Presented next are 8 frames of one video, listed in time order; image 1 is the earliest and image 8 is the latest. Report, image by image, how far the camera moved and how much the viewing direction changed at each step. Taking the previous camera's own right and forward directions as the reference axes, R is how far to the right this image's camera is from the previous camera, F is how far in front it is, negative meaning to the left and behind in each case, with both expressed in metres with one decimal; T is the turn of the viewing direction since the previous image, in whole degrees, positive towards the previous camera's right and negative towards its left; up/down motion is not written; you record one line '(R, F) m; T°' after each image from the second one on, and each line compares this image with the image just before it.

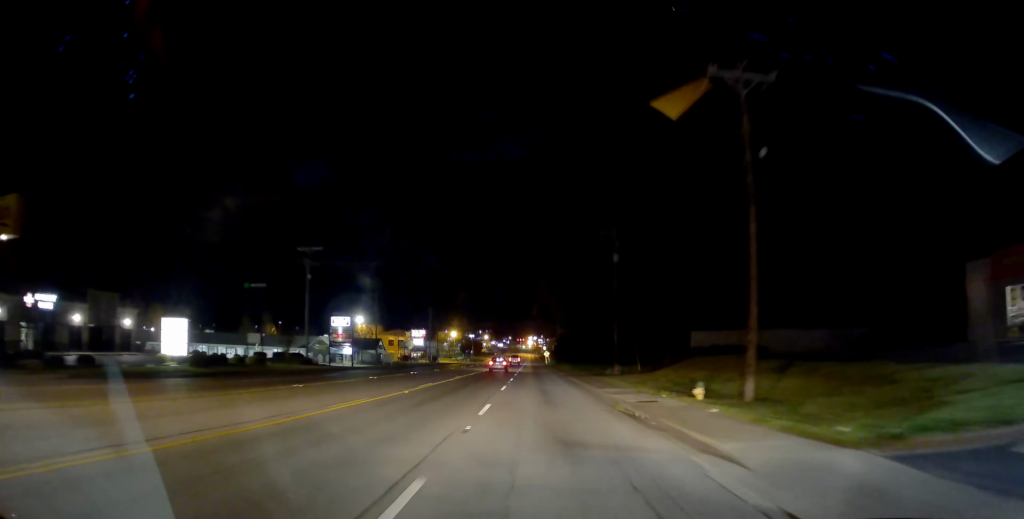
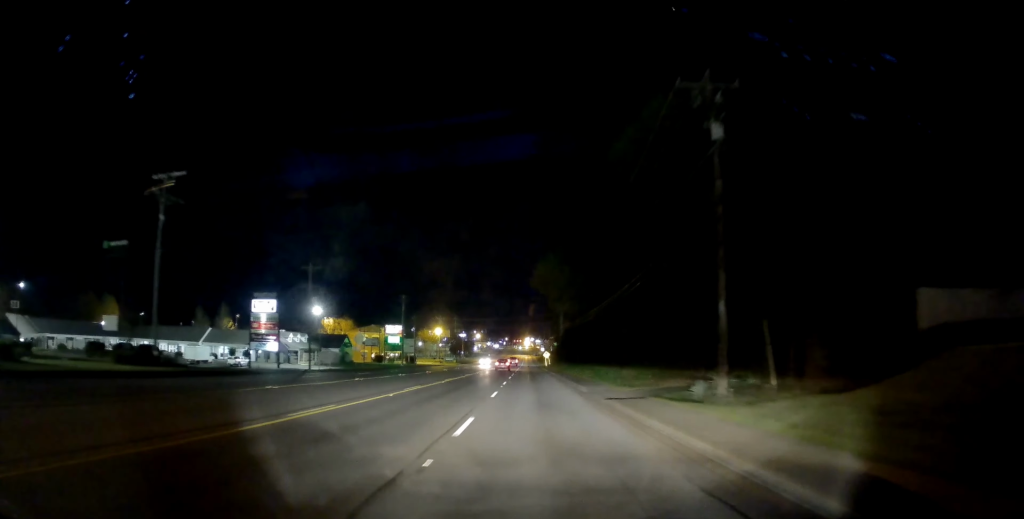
(+0.3, +26.3) m; +1°
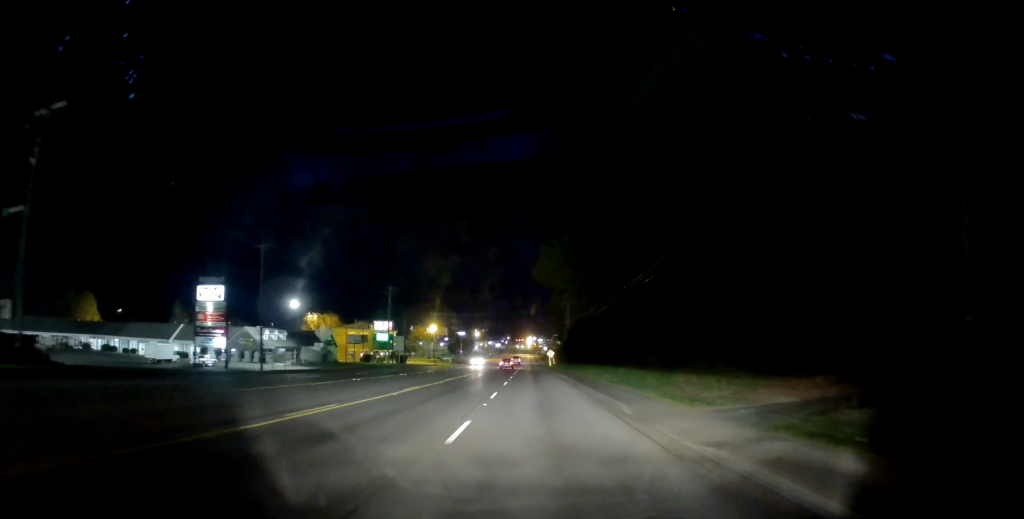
(0.0, +12.1) m; 0°
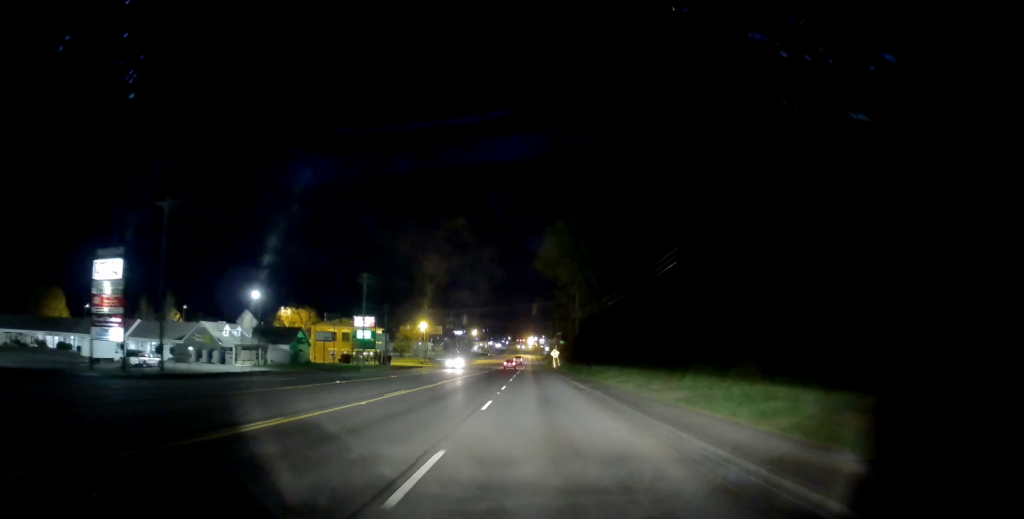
(0.0, +15.2) m; 0°
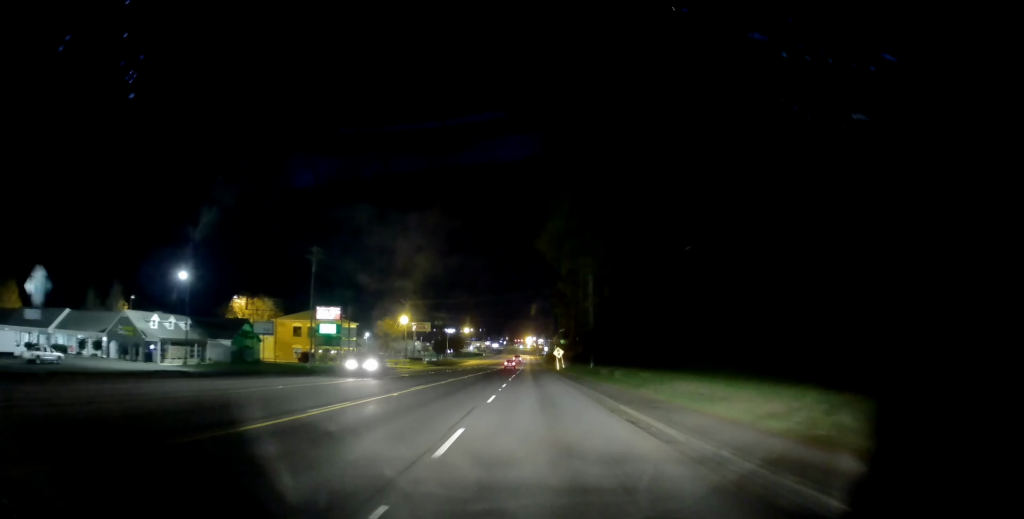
(0.0, +19.3) m; -1°
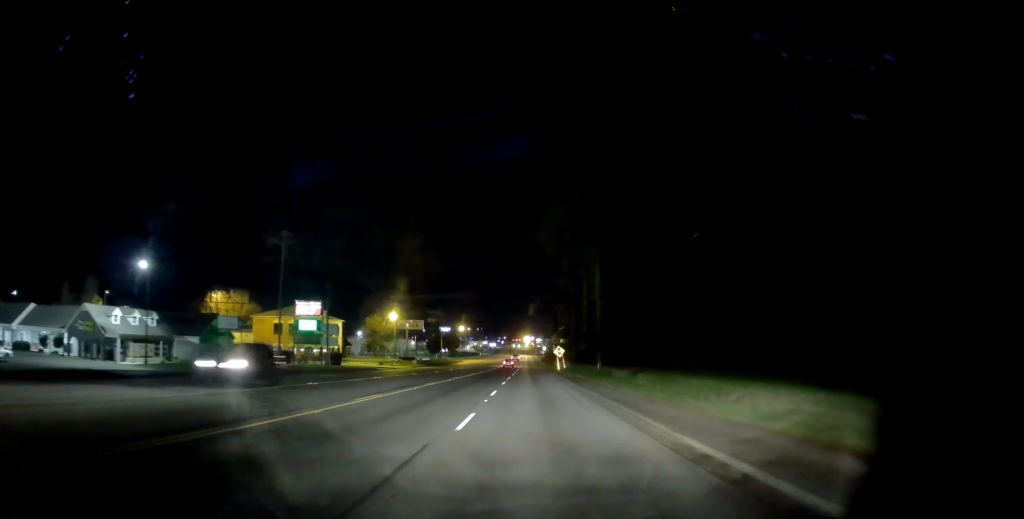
(+0.1, +7.4) m; -1°
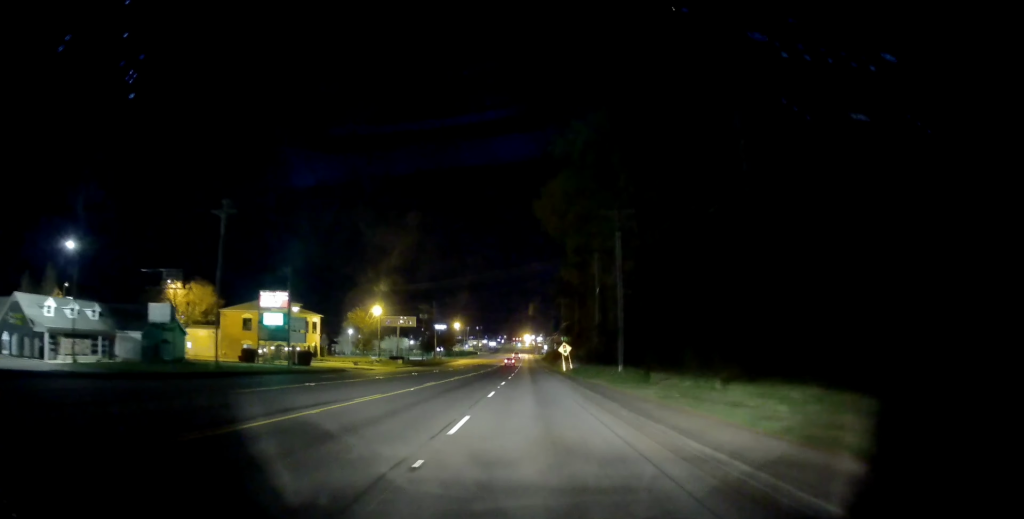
(-0.4, +11.6) m; -1°
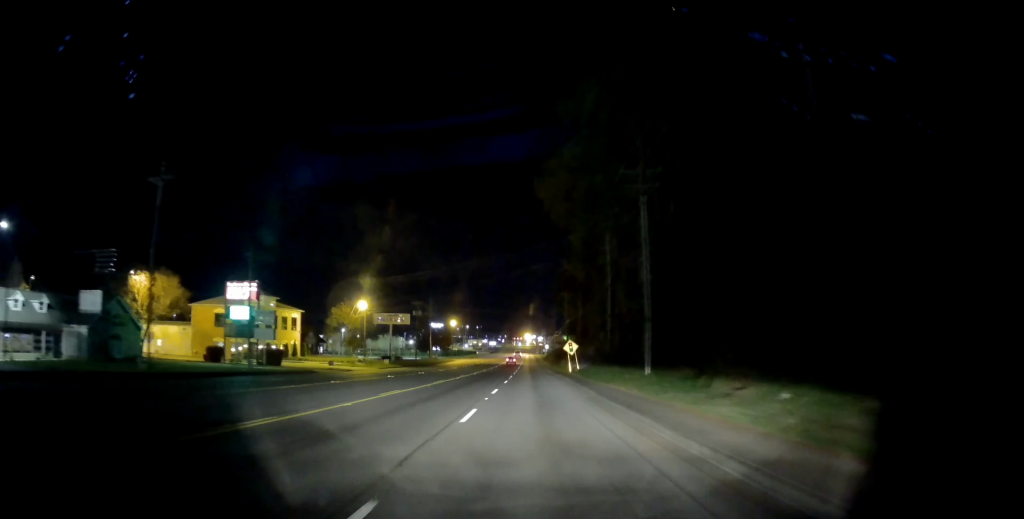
(0.0, +8.7) m; +1°
